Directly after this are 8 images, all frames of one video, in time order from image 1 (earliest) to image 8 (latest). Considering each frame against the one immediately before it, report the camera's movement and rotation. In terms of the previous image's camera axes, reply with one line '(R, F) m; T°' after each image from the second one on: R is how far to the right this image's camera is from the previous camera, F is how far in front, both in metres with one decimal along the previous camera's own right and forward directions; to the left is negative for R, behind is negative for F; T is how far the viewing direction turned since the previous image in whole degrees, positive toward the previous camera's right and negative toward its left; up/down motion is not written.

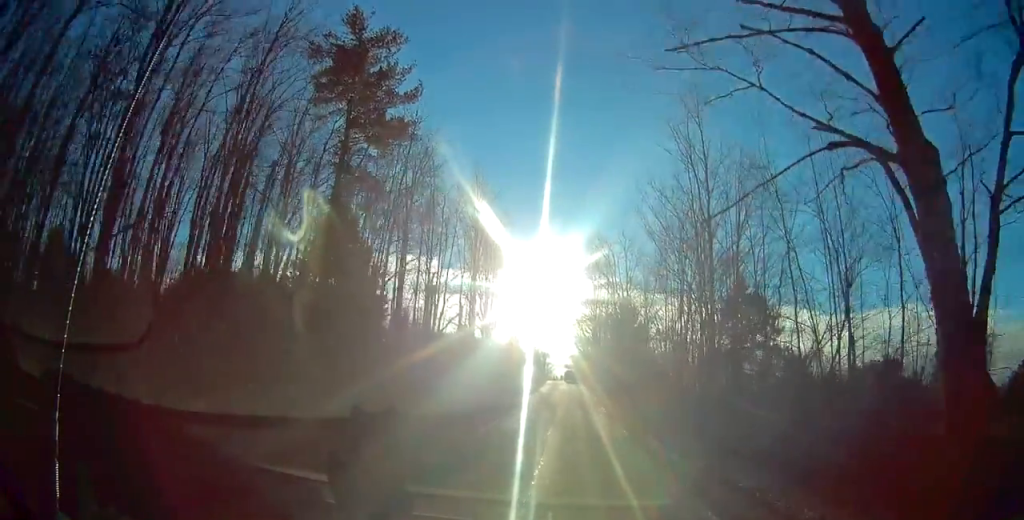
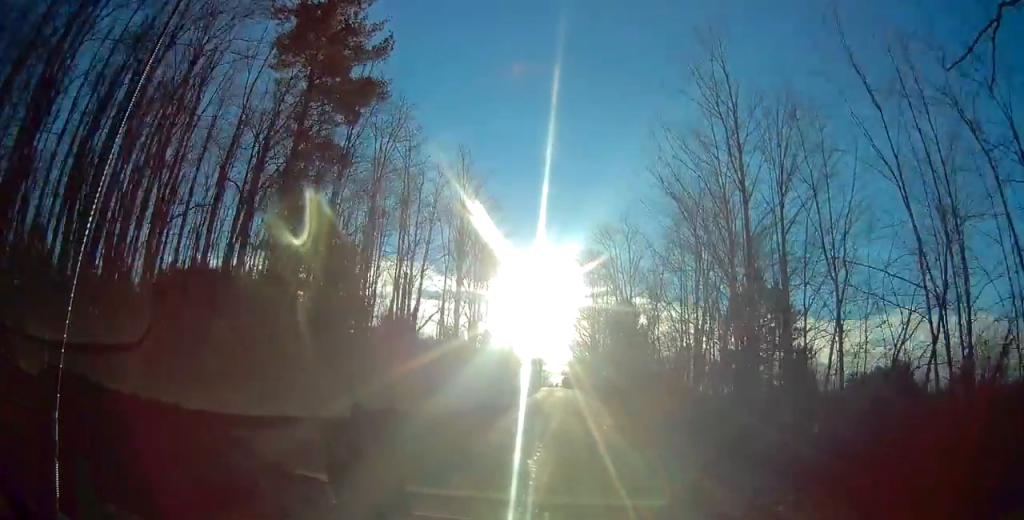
(0.0, +6.4) m; 0°
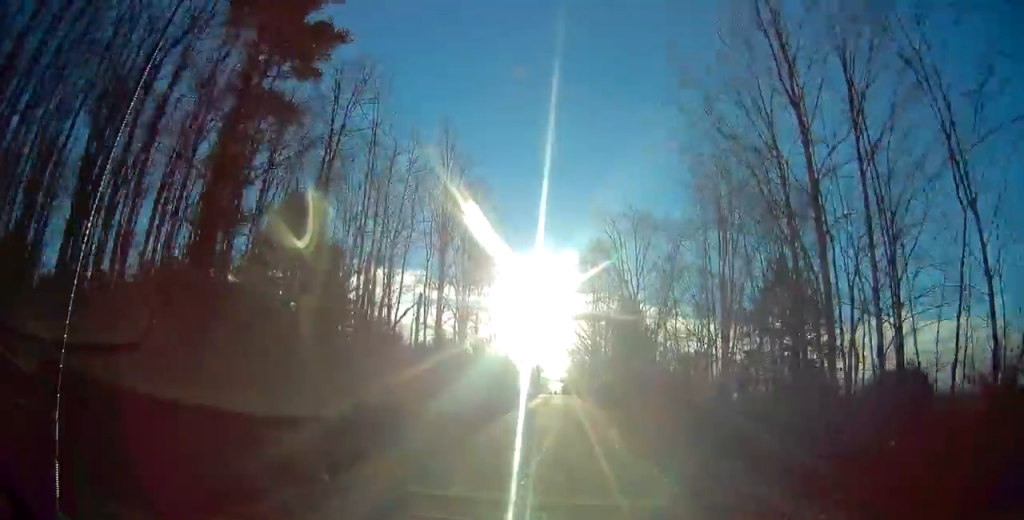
(0.0, +6.5) m; -2°
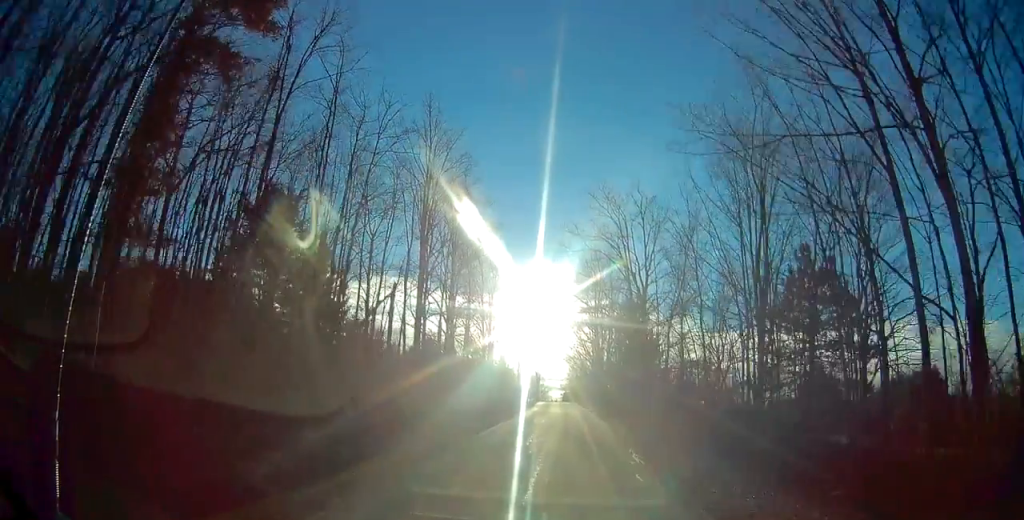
(-0.1, +5.7) m; -1°
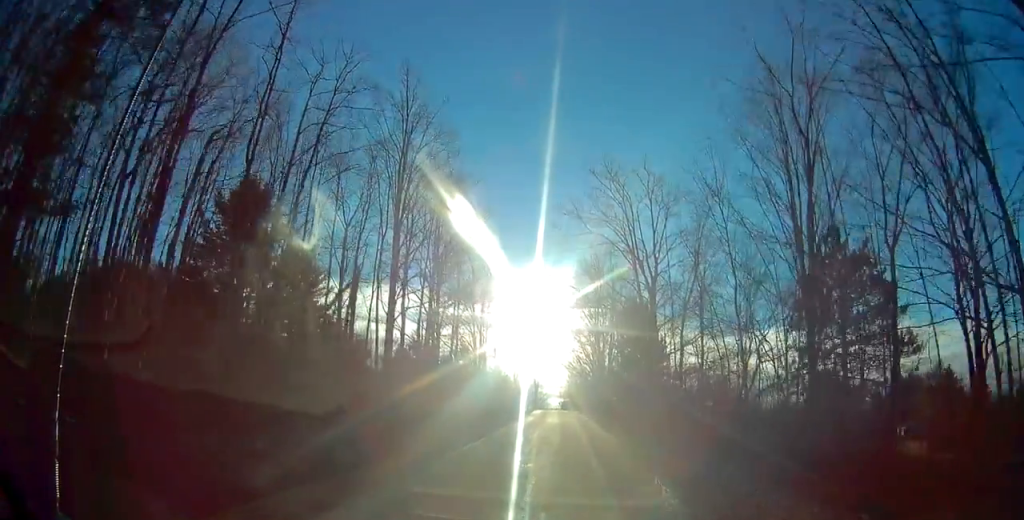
(0.0, +5.6) m; +1°
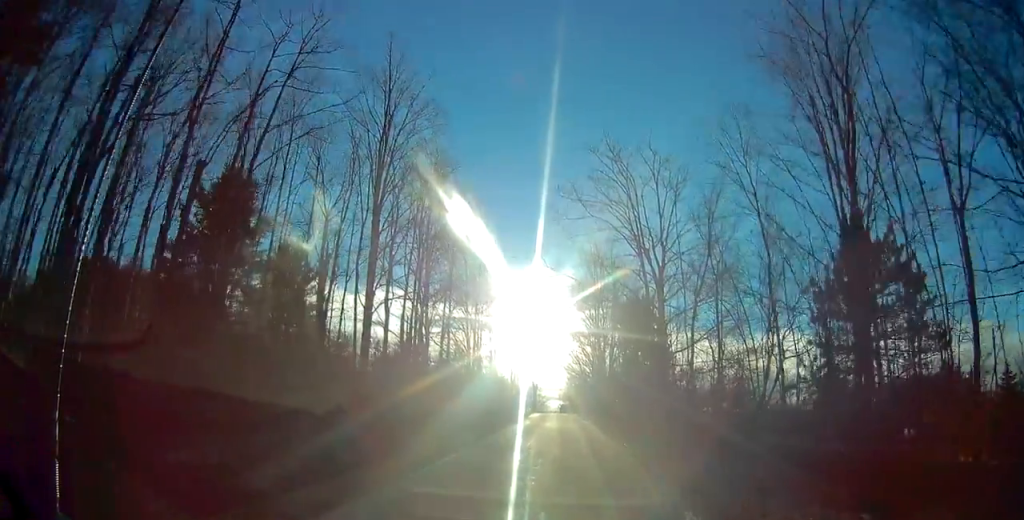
(0.0, +3.6) m; +1°
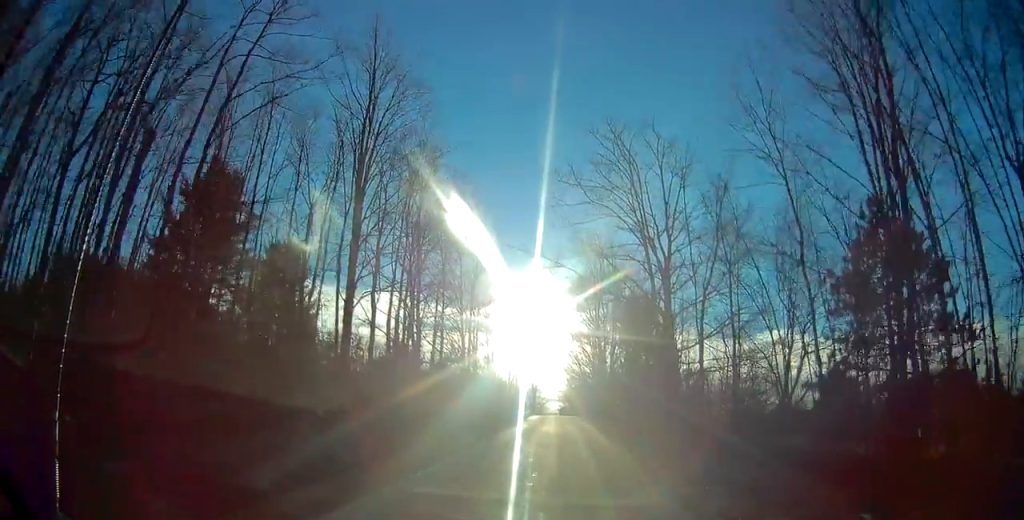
(+0.1, +2.6) m; 0°
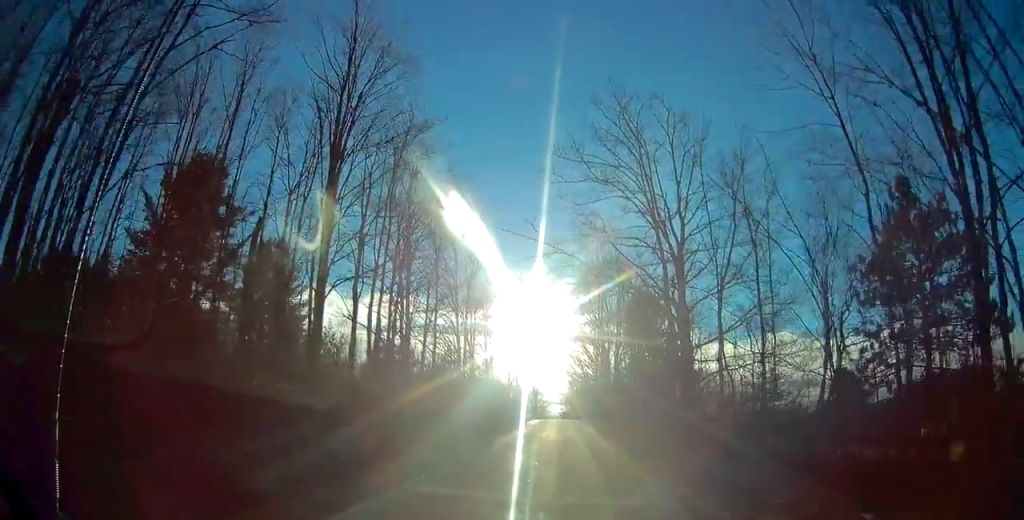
(0.0, +3.5) m; 0°
